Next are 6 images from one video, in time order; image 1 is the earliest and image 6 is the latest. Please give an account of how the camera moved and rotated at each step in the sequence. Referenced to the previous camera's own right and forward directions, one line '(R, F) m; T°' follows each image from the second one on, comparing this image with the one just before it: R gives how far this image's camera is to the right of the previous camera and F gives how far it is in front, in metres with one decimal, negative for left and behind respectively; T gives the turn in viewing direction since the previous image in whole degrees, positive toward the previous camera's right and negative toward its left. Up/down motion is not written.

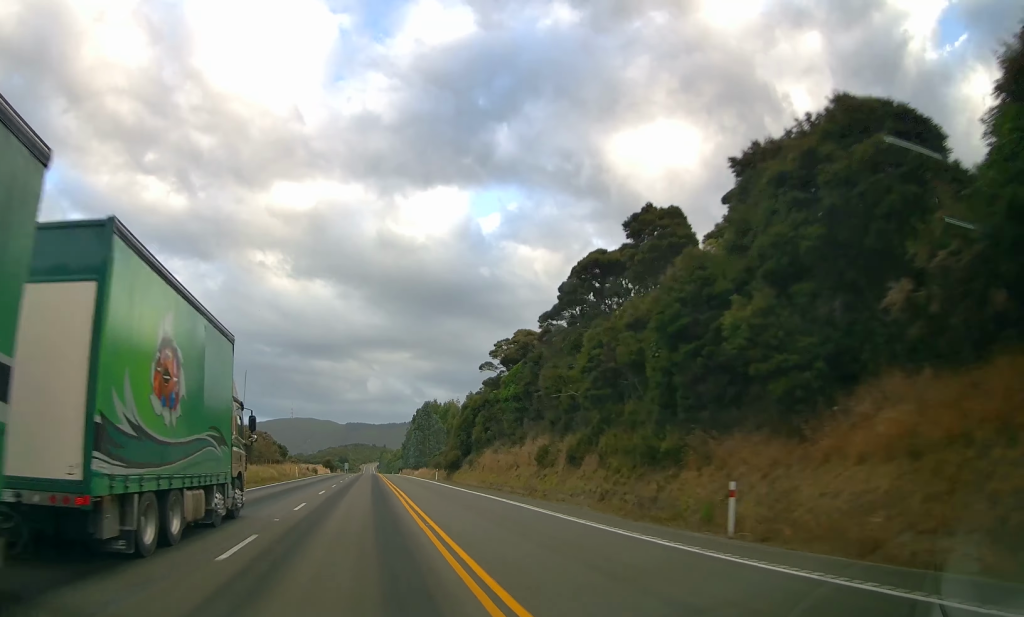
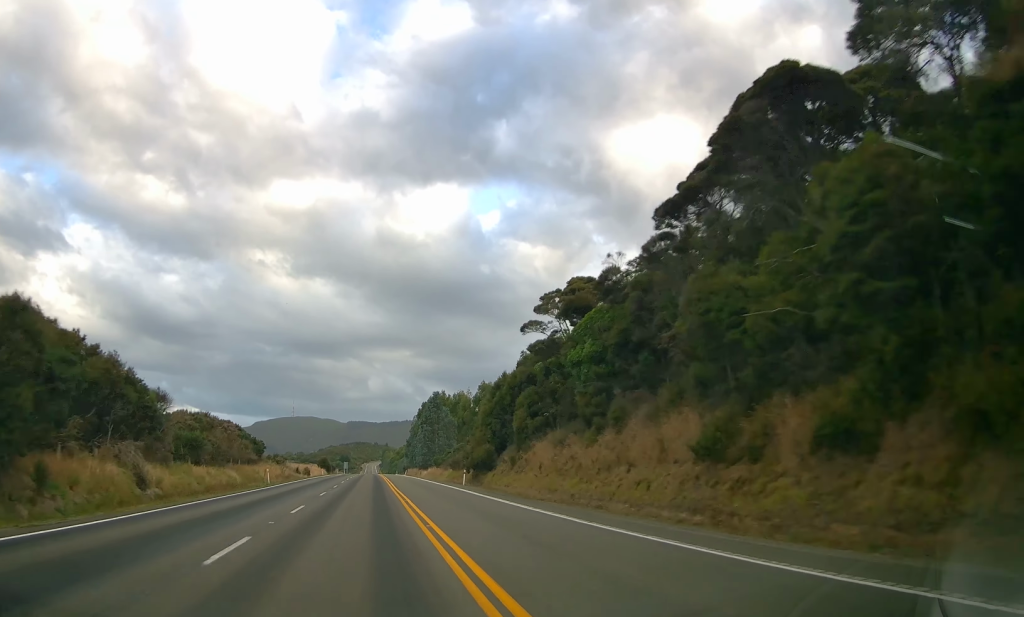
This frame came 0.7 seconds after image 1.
(0.0, +20.1) m; 0°
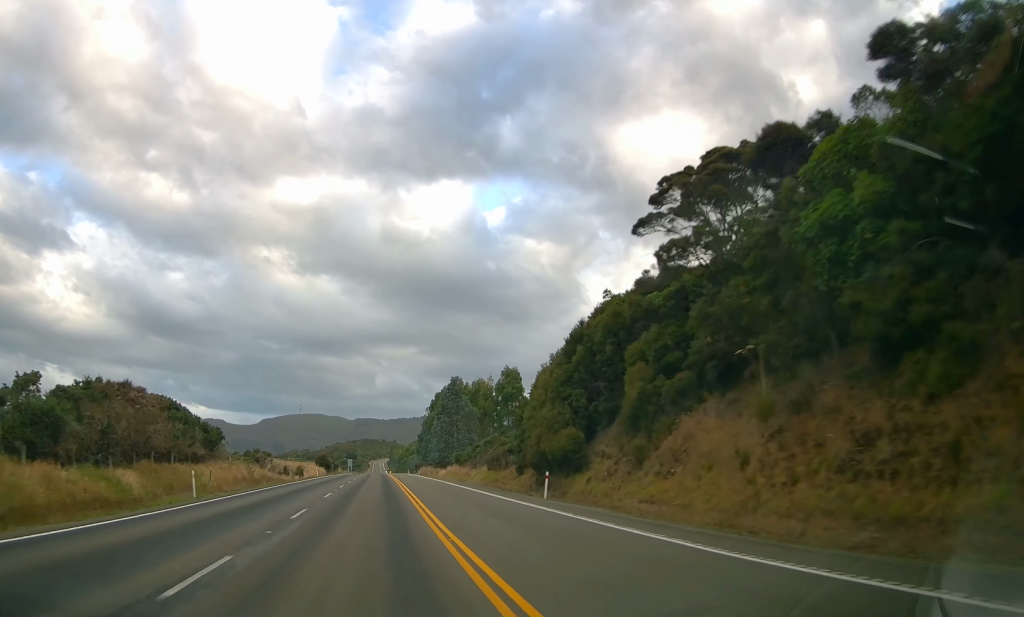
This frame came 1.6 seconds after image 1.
(+0.1, +22.6) m; -2°
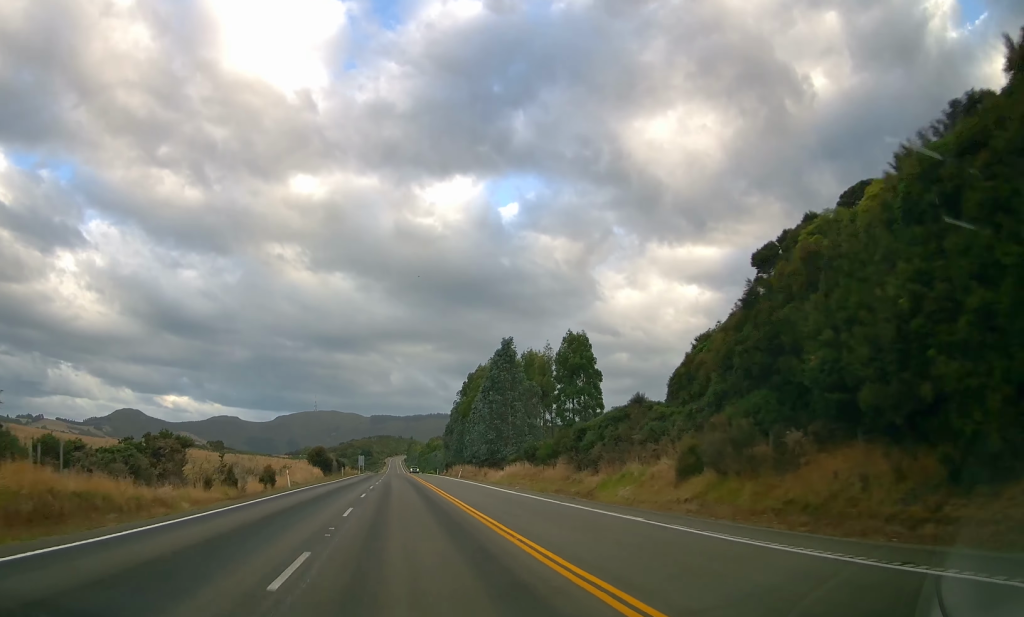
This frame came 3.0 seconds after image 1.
(-0.6, +39.3) m; 0°
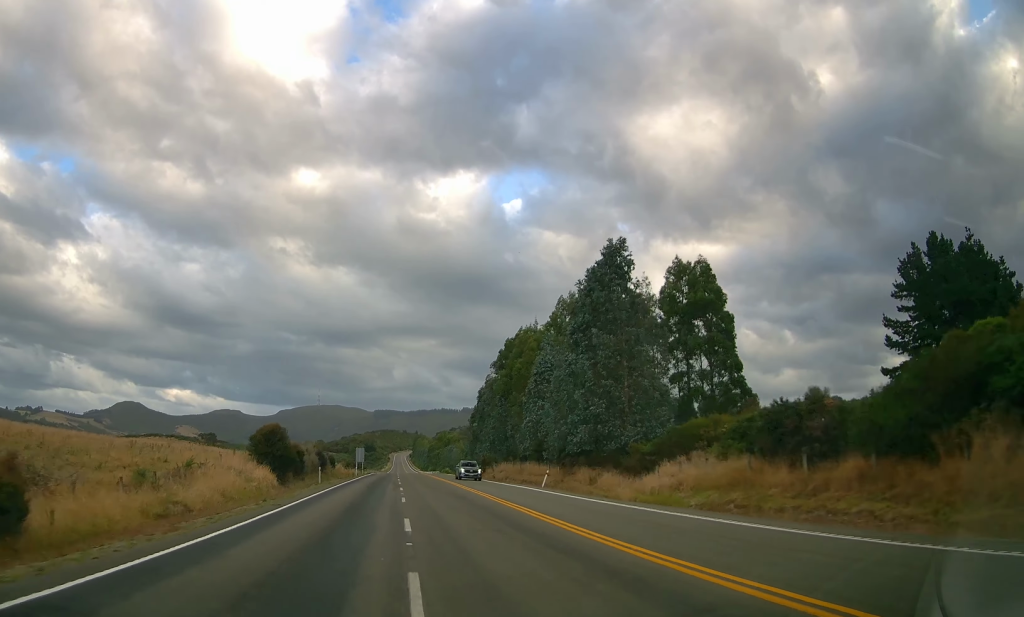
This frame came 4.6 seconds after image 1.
(-0.6, +41.8) m; 0°
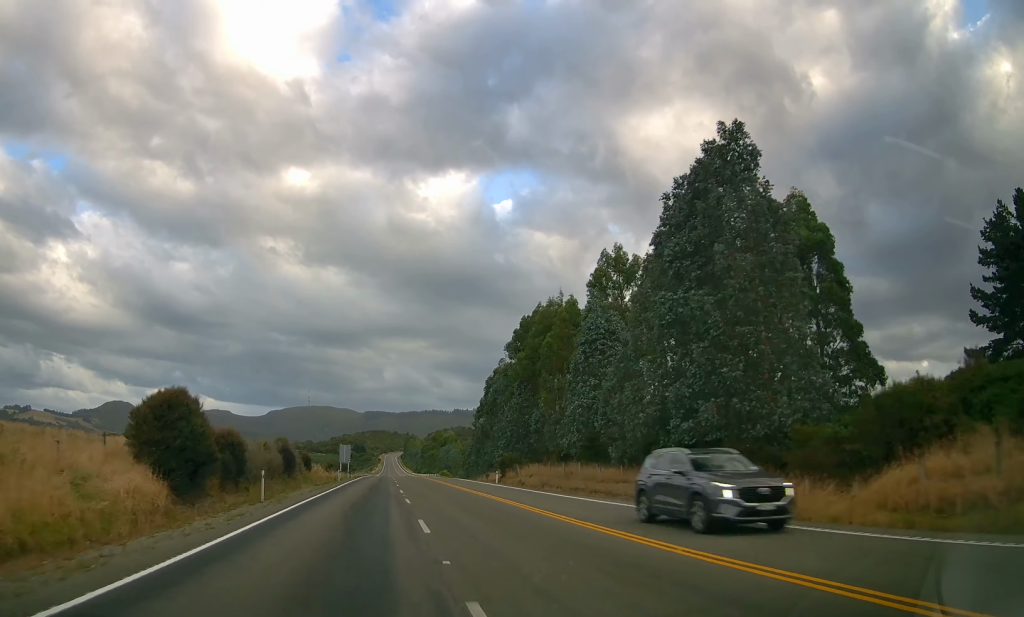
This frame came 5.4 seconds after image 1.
(+0.9, +20.4) m; 0°
